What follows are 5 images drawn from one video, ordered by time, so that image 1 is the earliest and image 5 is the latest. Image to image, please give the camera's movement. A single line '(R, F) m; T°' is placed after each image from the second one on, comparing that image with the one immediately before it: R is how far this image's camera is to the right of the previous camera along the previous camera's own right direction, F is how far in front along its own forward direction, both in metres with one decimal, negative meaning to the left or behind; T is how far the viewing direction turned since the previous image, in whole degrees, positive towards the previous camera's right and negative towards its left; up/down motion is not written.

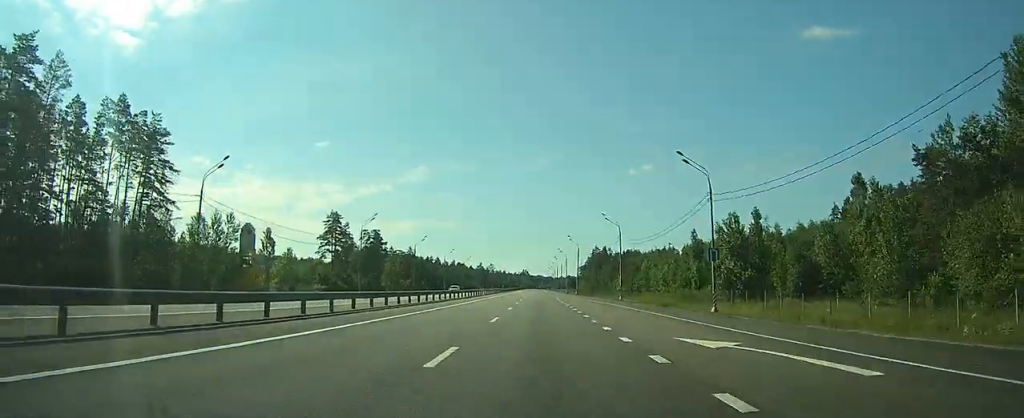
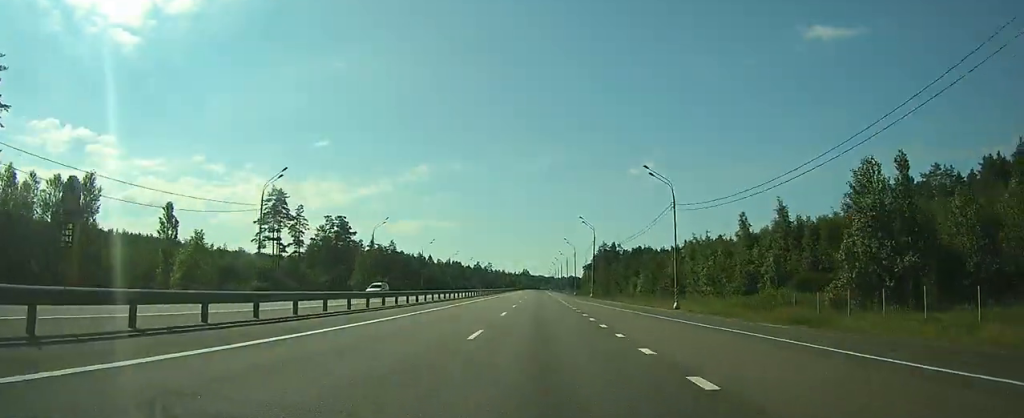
(0.0, +30.9) m; 0°
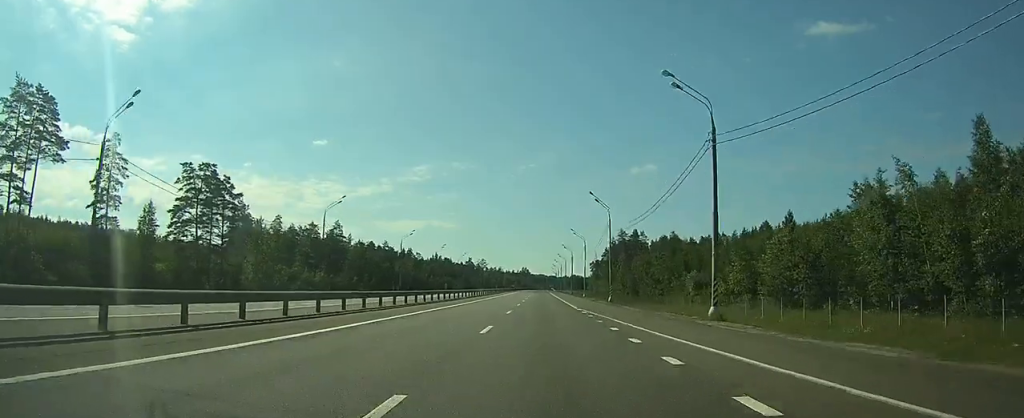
(-0.4, +58.2) m; -1°
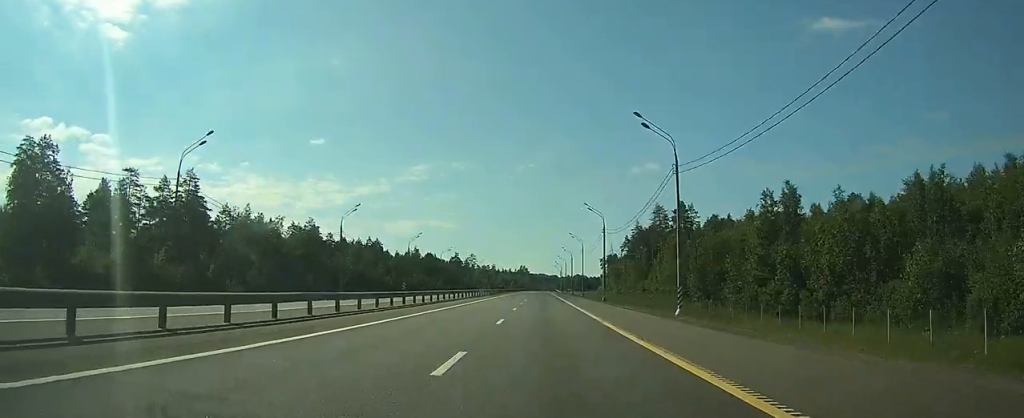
(0.0, +67.1) m; 0°
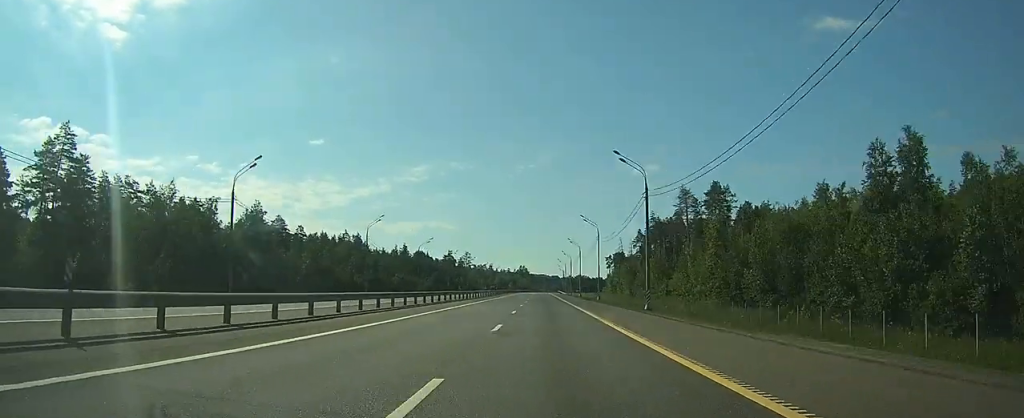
(0.0, +27.3) m; 0°
